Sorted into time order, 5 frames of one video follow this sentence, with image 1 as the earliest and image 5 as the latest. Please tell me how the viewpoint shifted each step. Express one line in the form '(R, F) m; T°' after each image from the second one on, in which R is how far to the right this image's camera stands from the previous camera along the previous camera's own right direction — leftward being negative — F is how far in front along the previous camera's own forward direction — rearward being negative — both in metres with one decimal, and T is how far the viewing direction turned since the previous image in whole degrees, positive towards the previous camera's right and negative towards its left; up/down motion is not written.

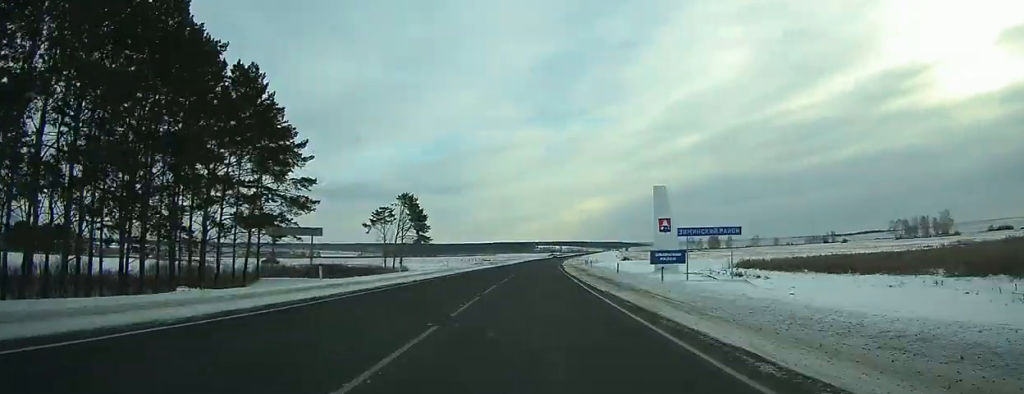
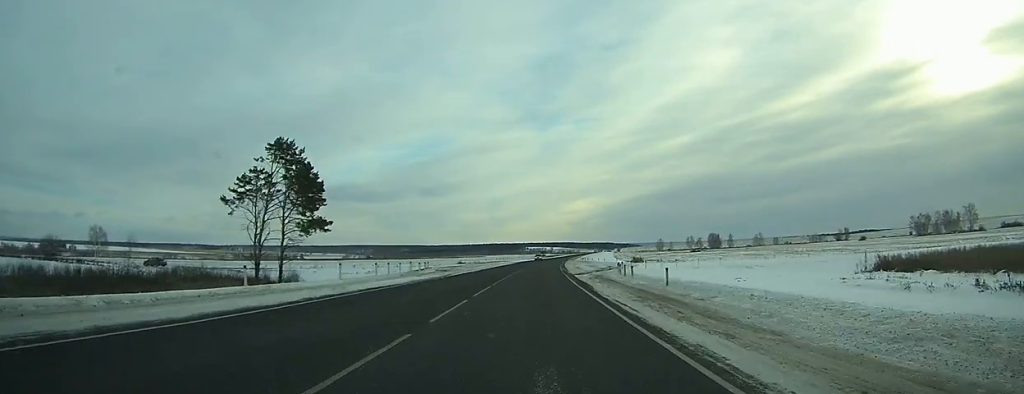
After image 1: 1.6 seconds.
(+0.4, +41.5) m; +1°
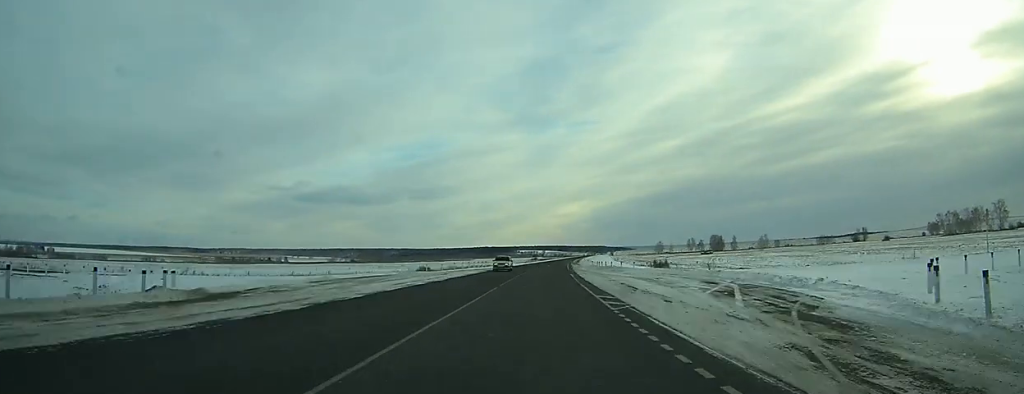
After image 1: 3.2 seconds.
(+0.5, +41.3) m; +2°
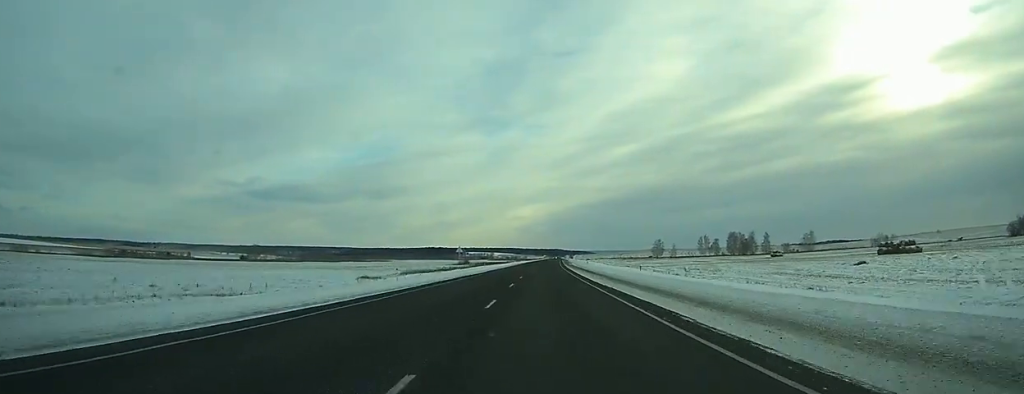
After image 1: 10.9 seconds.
(+8.5, +206.0) m; +4°
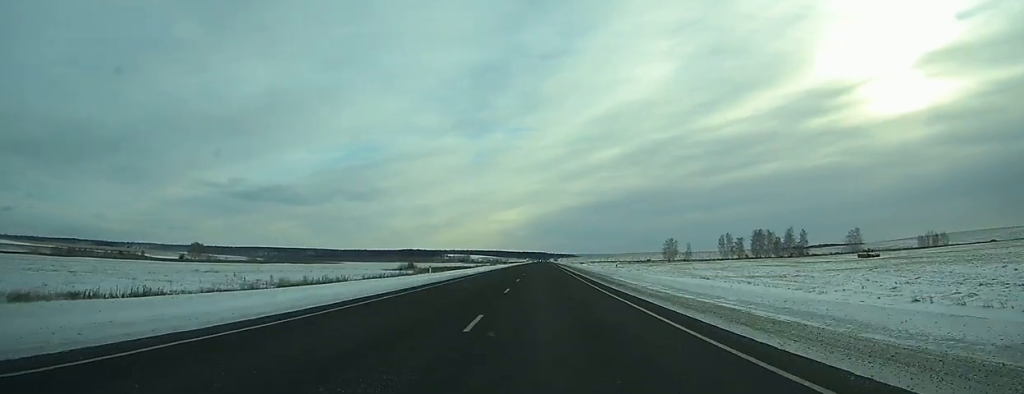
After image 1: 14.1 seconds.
(+1.3, +88.7) m; +2°
